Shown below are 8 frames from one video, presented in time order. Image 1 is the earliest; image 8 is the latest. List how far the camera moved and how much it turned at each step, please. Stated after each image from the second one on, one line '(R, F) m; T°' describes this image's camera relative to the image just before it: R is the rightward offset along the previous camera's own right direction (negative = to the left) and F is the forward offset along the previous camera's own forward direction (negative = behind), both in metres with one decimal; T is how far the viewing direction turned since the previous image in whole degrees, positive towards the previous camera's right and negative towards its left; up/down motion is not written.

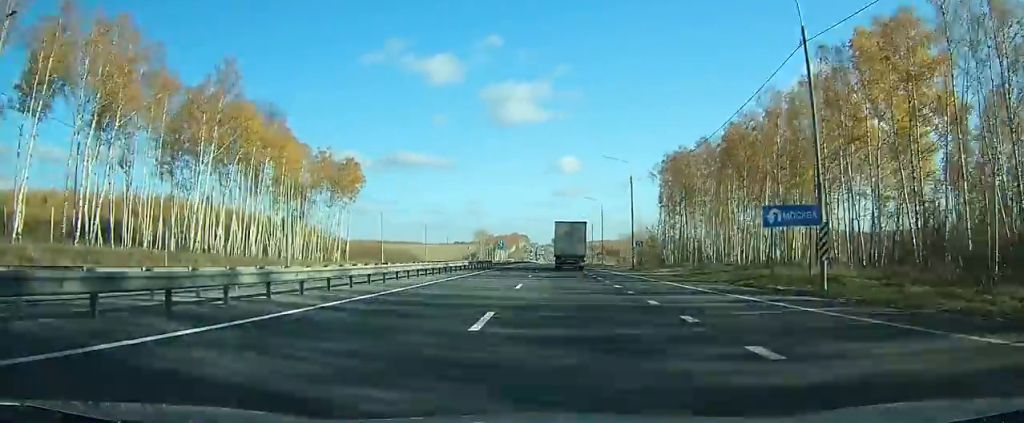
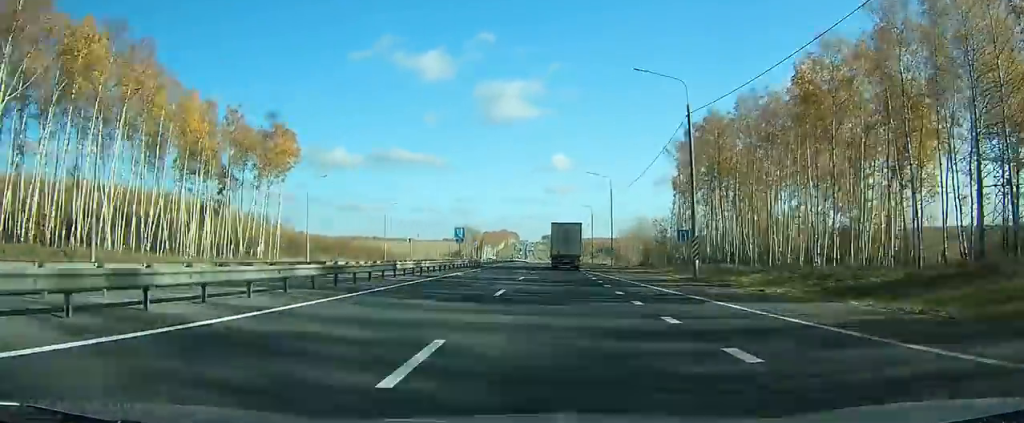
(+0.2, +27.1) m; +1°
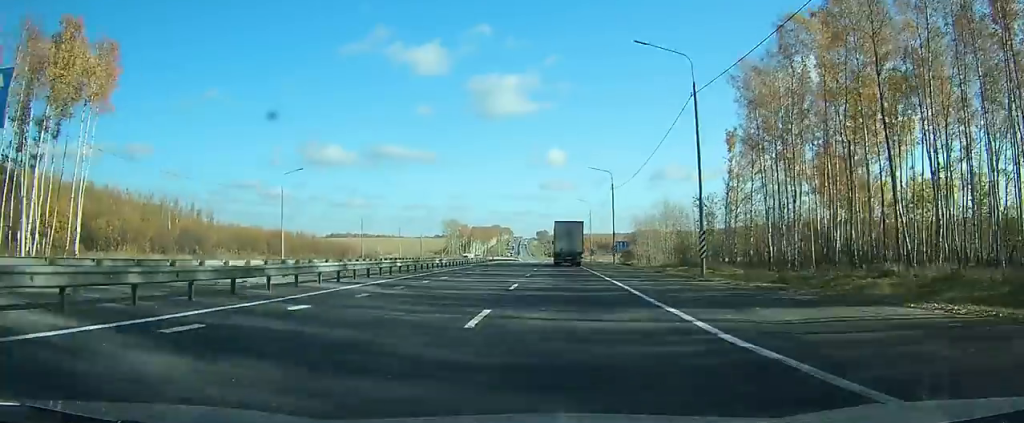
(+0.3, +39.2) m; +1°
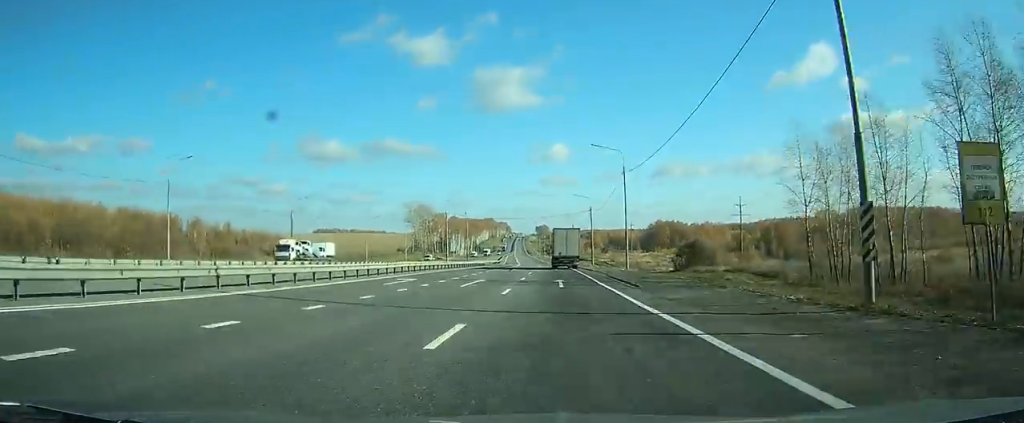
(+0.8, +91.2) m; 0°
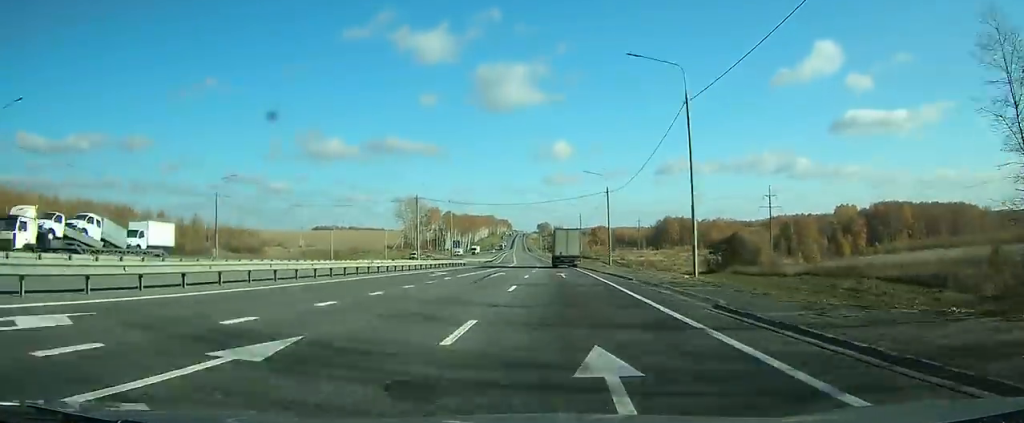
(0.0, +25.7) m; 0°
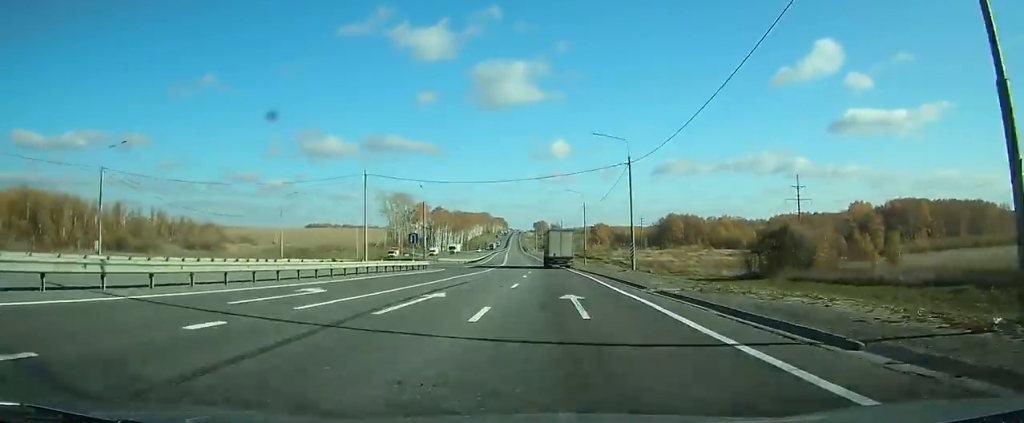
(0.0, +23.6) m; 0°
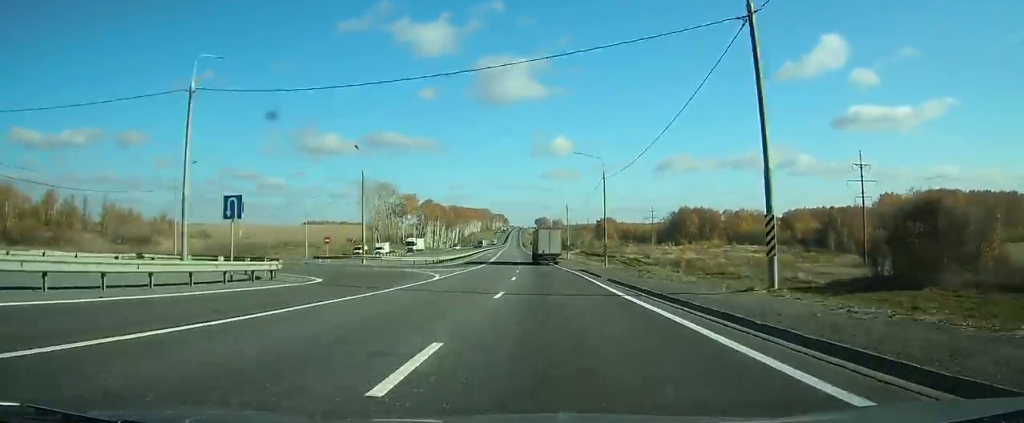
(-0.2, +32.4) m; -1°
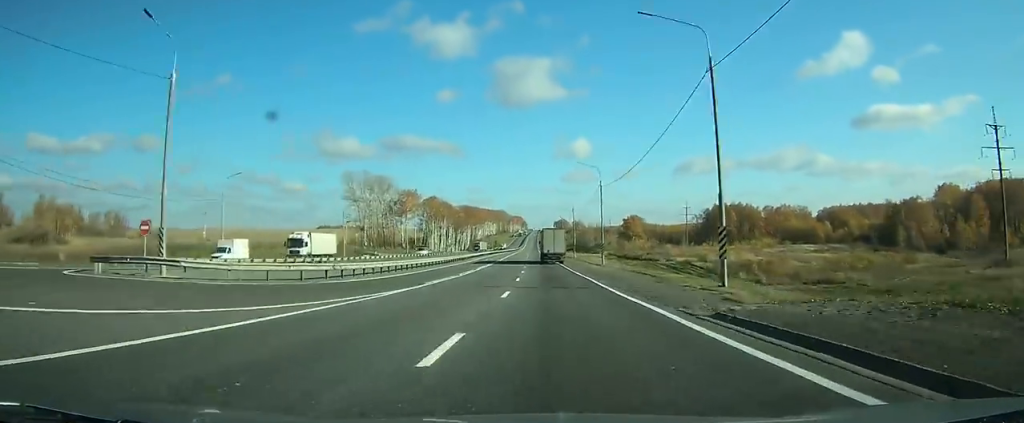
(-0.2, +36.0) m; -1°
